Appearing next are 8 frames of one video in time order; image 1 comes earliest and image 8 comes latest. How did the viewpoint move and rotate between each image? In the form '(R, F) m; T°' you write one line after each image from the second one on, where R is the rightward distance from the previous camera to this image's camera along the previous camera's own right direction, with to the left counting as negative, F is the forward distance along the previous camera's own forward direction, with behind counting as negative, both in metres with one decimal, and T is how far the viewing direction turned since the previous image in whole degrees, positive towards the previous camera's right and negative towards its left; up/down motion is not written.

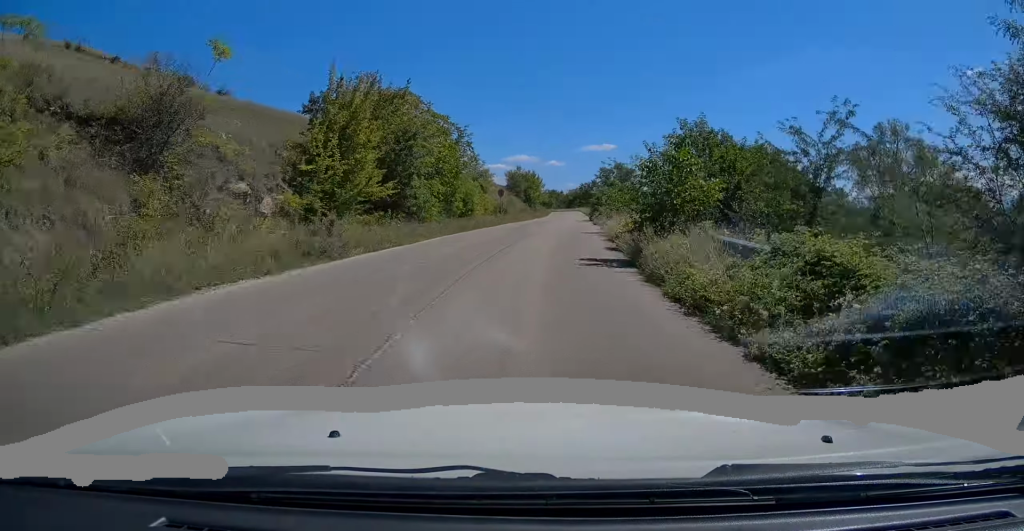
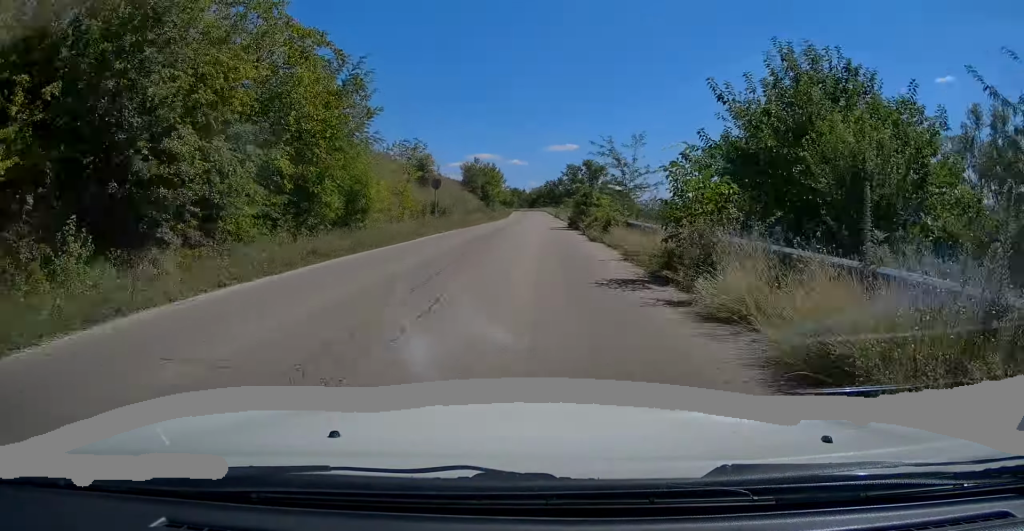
(+0.9, +16.1) m; +5°
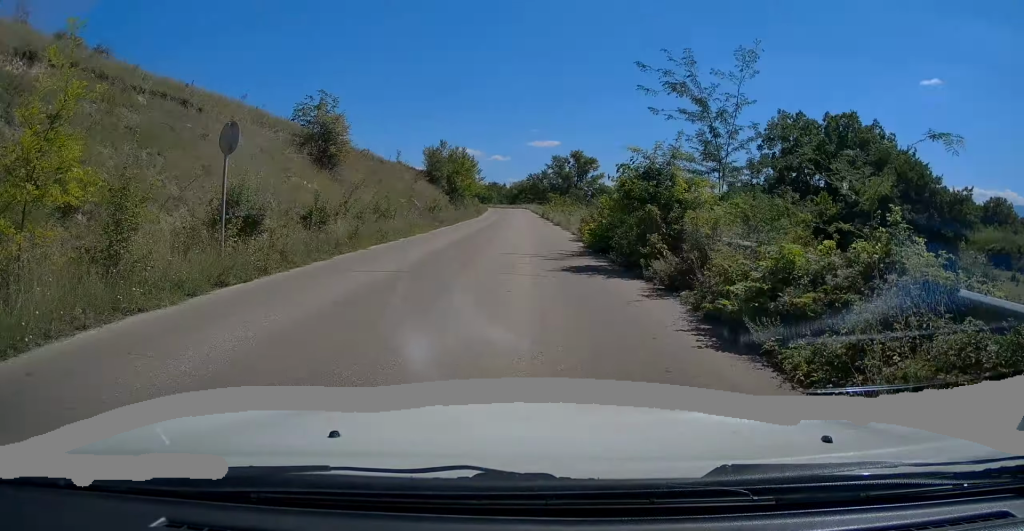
(+0.8, +19.6) m; +3°
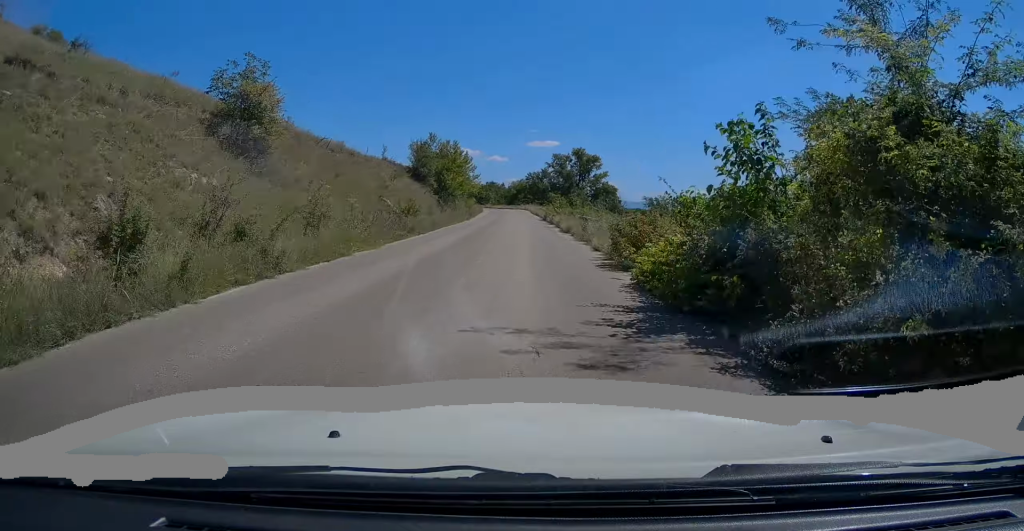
(0.0, +8.3) m; 0°
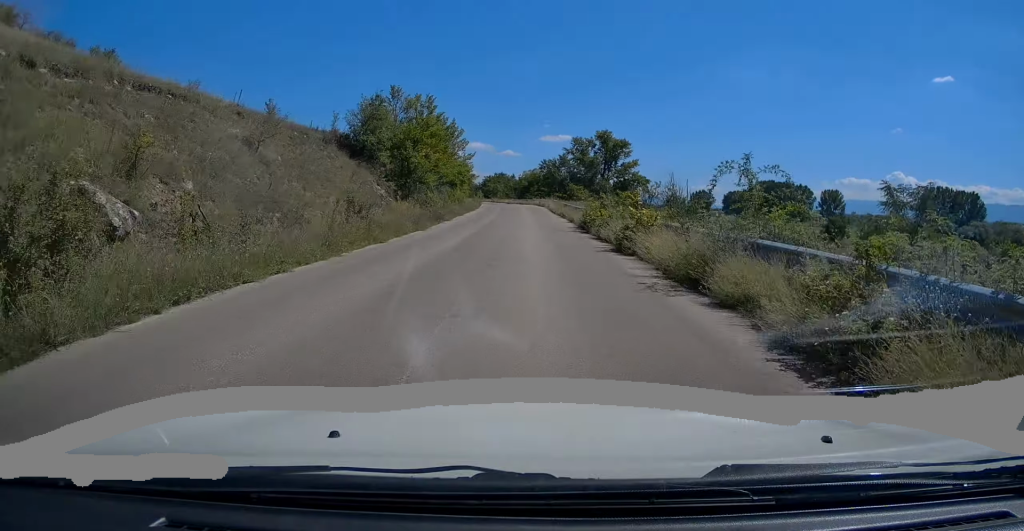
(-0.3, +25.4) m; -1°
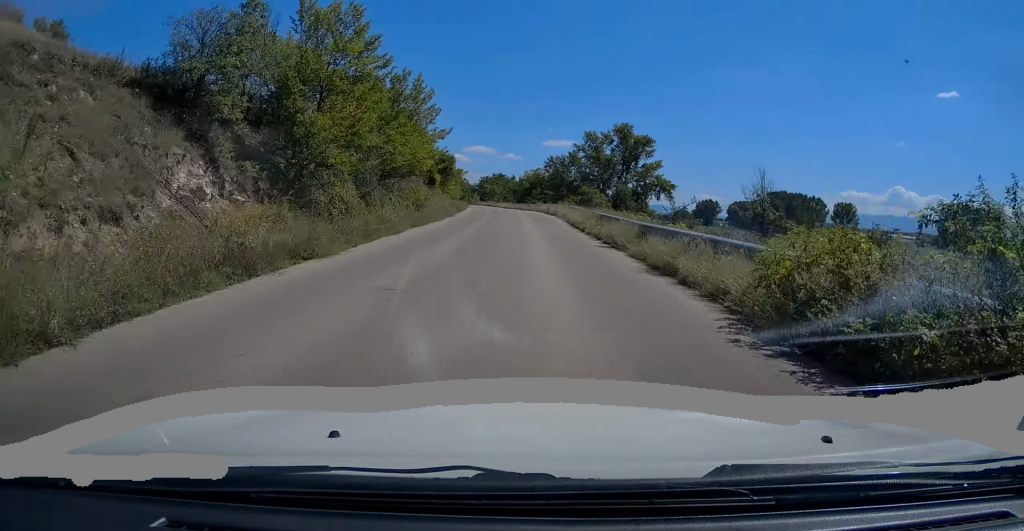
(-0.1, +20.2) m; 0°
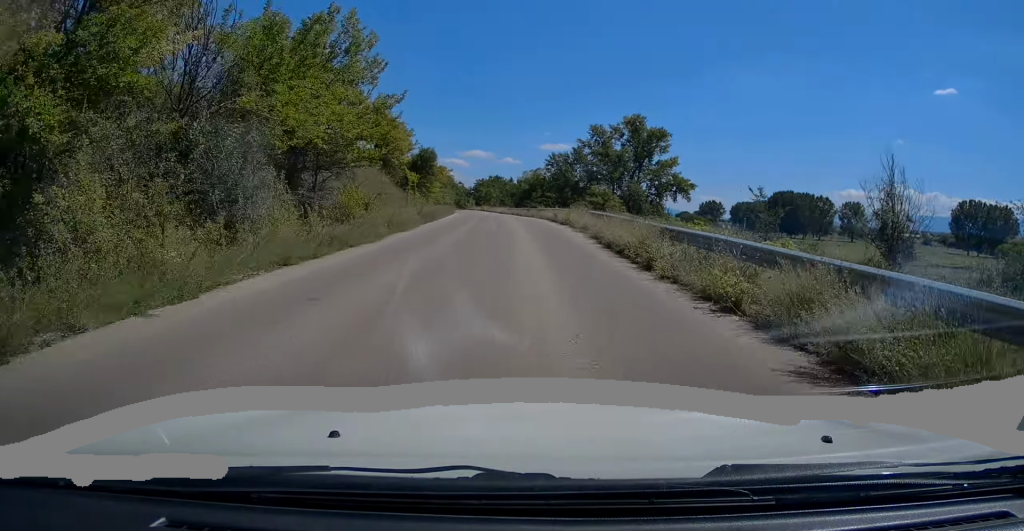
(+0.1, +12.7) m; 0°
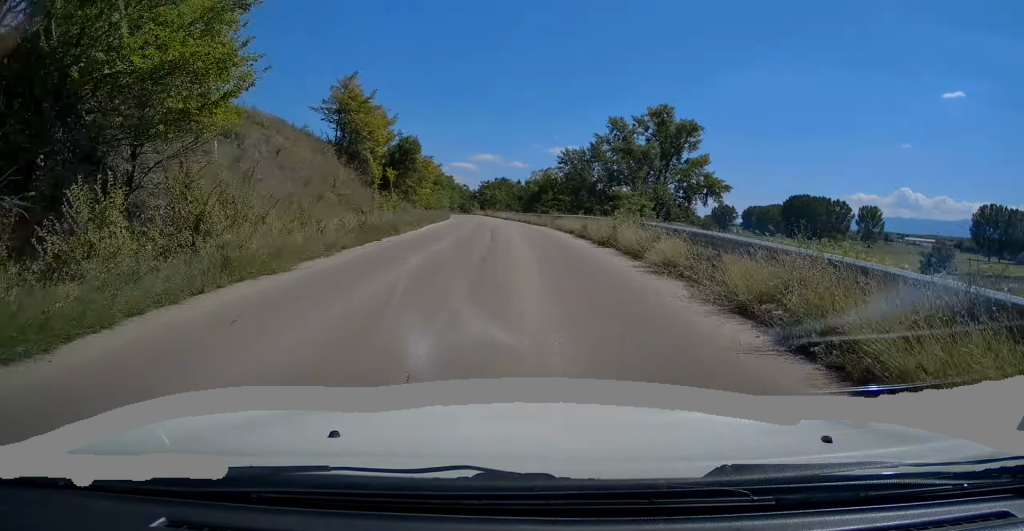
(+0.2, +12.2) m; -1°
